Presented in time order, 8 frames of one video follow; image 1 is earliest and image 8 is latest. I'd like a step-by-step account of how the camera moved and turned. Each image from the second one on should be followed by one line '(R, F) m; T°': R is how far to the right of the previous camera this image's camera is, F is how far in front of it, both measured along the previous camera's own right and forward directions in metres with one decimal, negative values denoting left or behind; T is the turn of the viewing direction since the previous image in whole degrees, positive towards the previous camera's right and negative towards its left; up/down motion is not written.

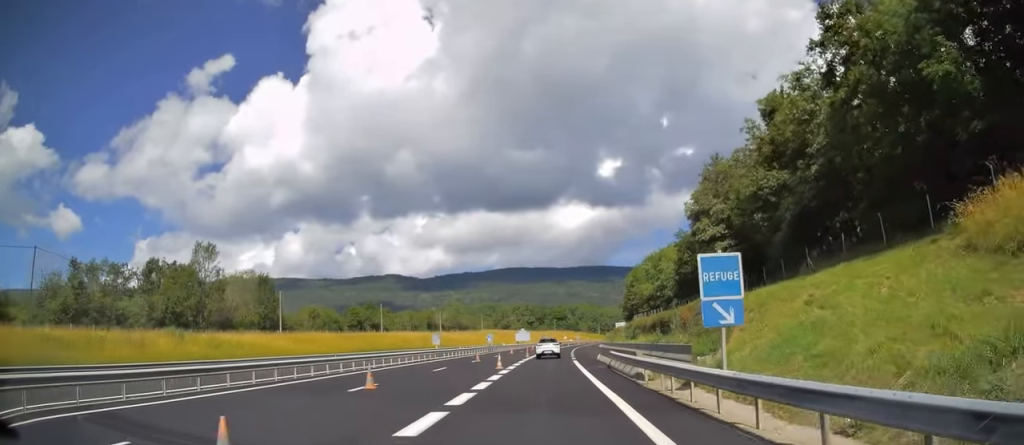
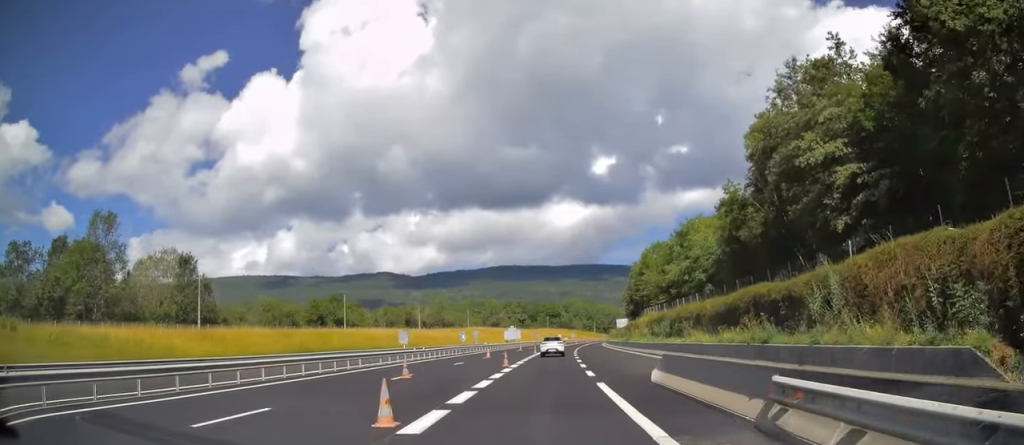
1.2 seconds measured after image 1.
(+0.1, +21.1) m; 0°
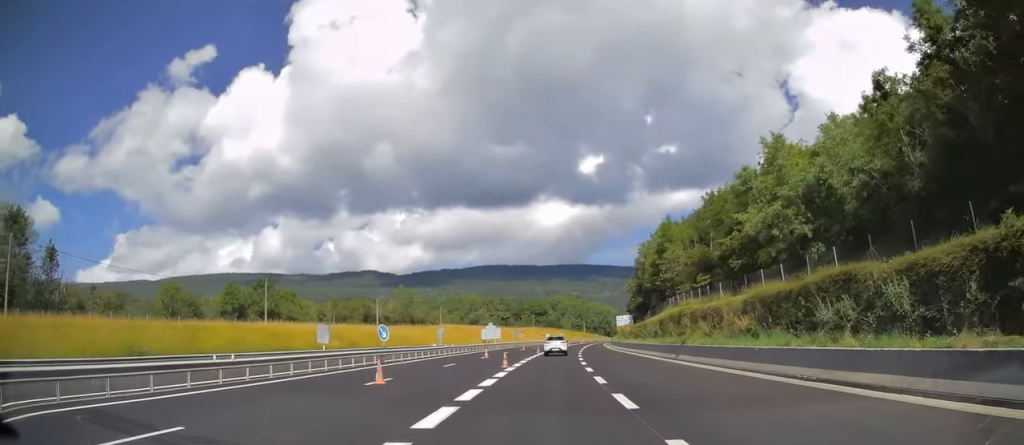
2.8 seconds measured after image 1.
(+0.4, +29.4) m; +2°
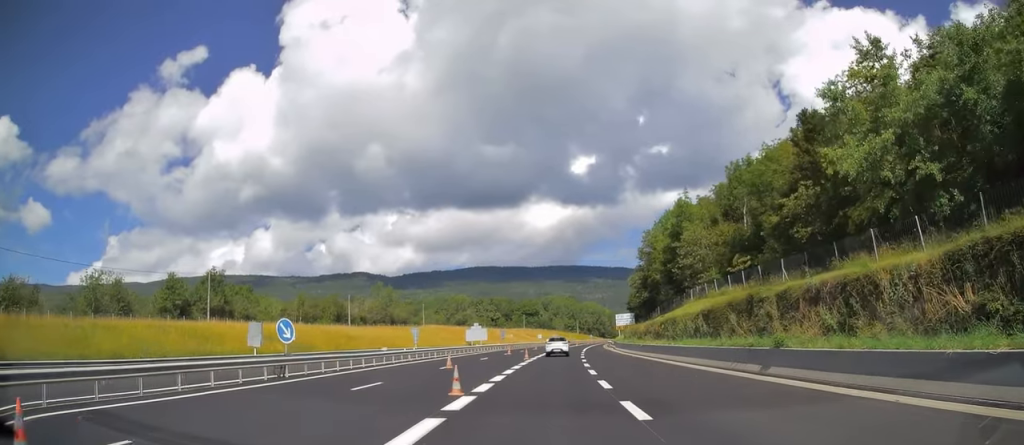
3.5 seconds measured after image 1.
(+0.2, +14.4) m; +1°
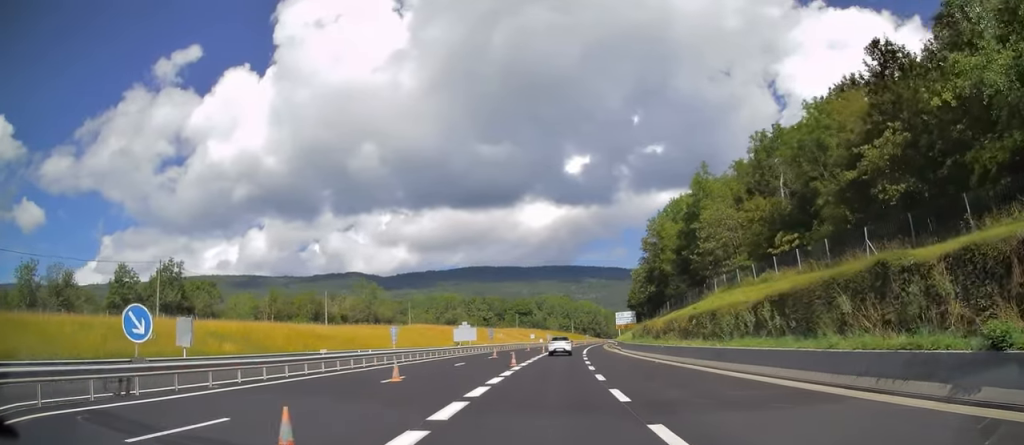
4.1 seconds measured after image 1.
(-0.2, +10.1) m; +1°
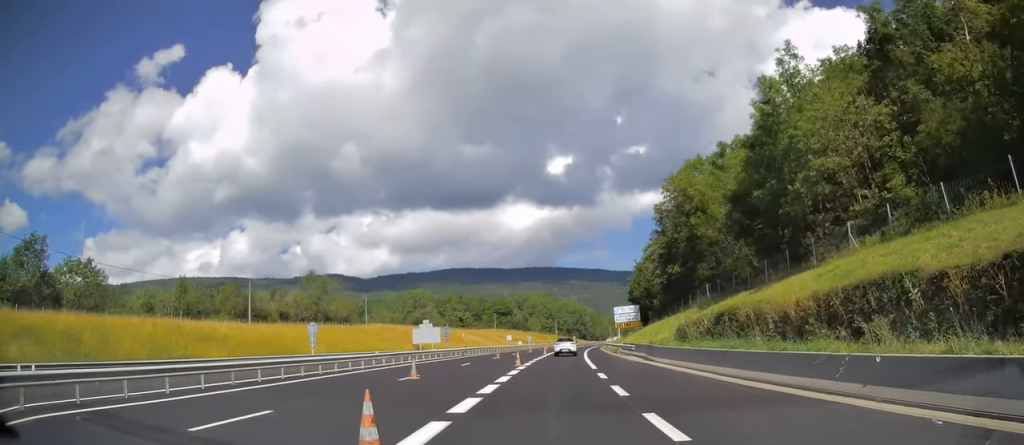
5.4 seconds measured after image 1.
(+0.8, +24.3) m; +2°
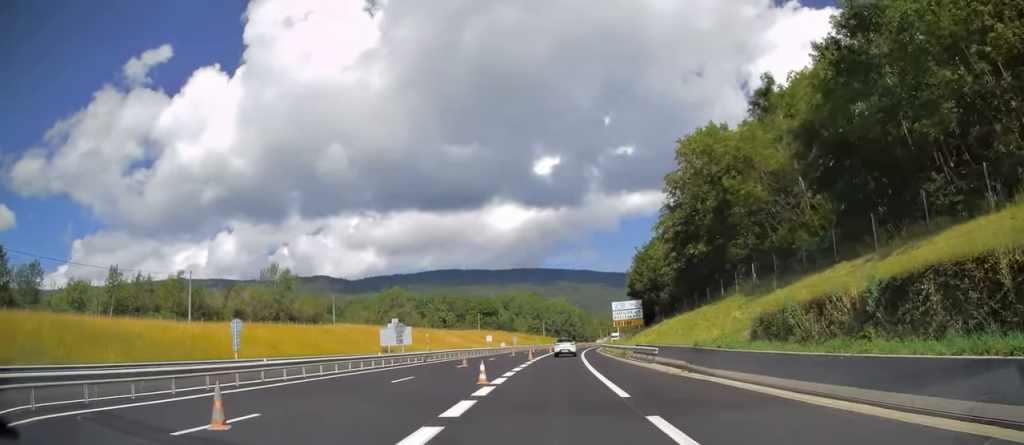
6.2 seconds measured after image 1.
(-0.2, +13.3) m; 0°
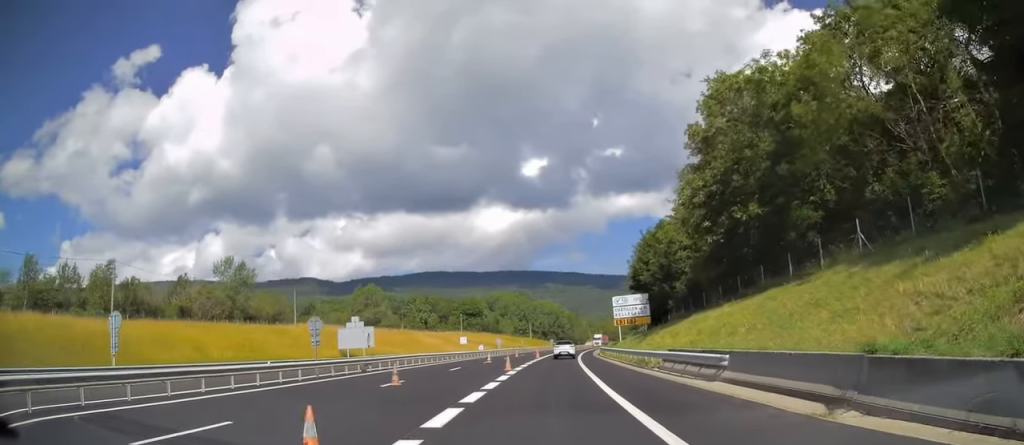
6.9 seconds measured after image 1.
(+0.2, +13.8) m; +1°
